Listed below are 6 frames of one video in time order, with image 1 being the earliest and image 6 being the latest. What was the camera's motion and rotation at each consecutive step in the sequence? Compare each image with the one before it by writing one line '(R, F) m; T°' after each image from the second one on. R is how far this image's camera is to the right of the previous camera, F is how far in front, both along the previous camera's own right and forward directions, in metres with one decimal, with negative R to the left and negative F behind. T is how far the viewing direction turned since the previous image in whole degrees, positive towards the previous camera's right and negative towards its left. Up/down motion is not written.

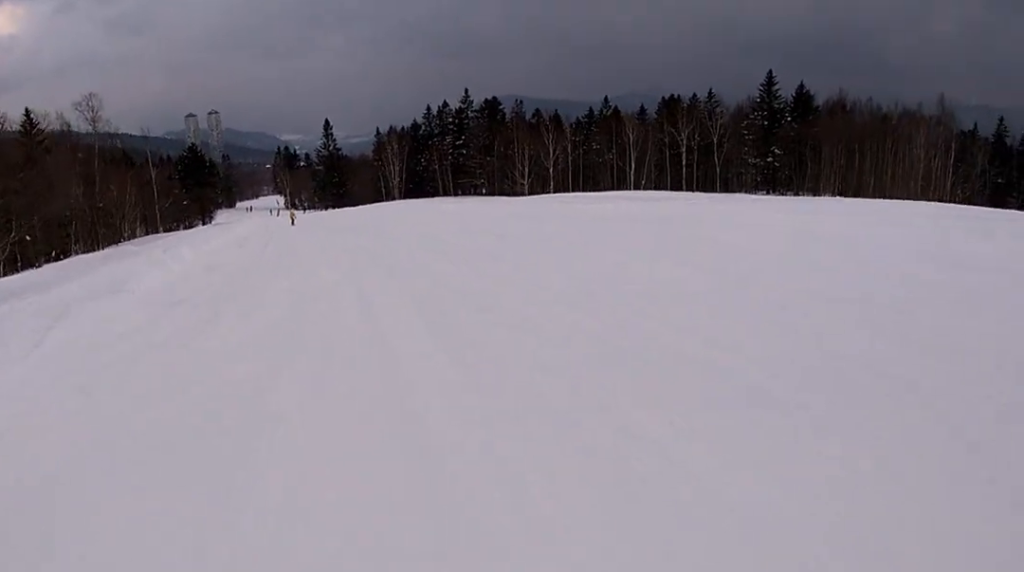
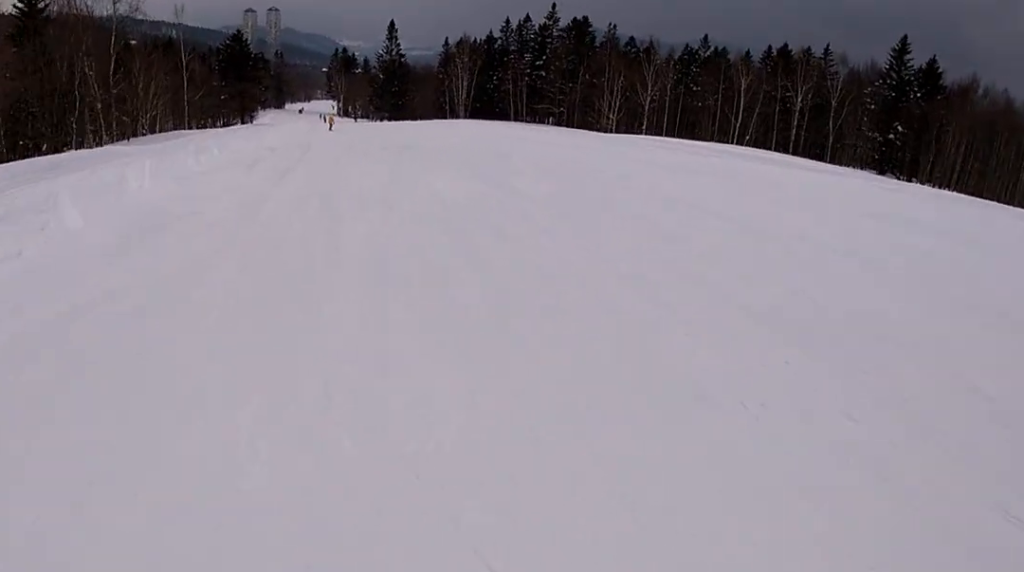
(+0.1, +11.8) m; -7°
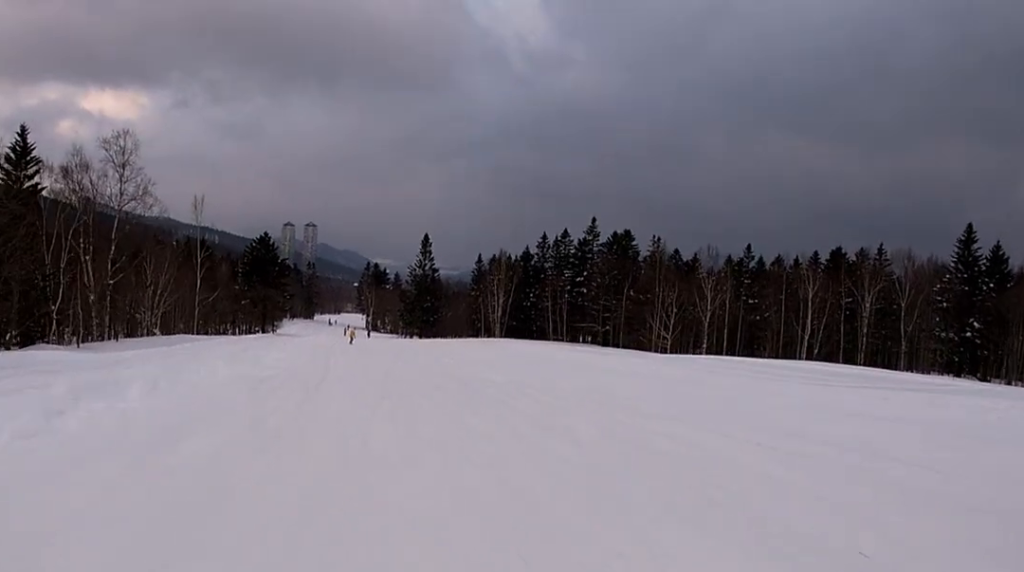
(-0.5, +11.8) m; +1°
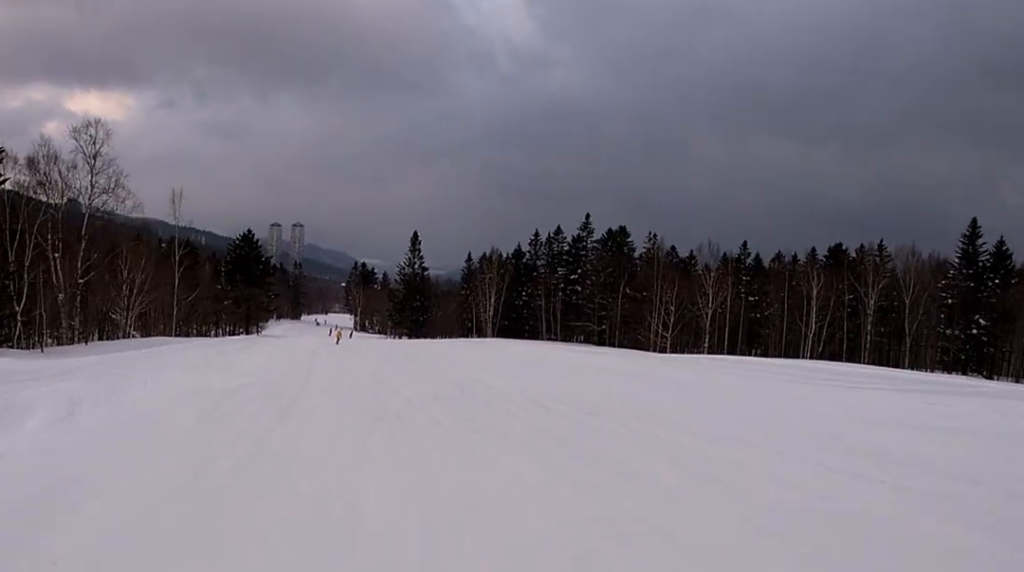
(0.0, +3.3) m; +1°
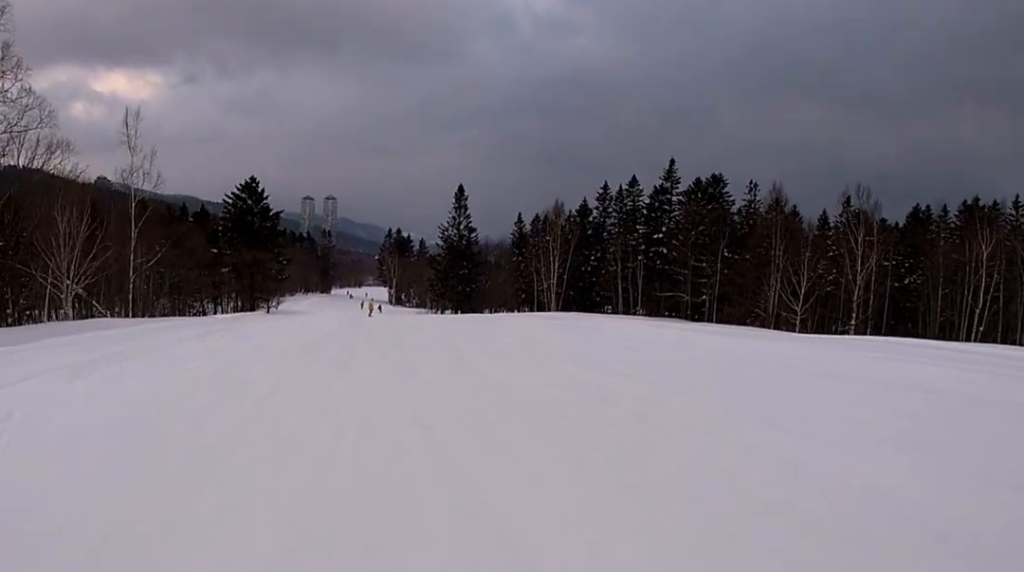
(+0.3, +18.8) m; -2°
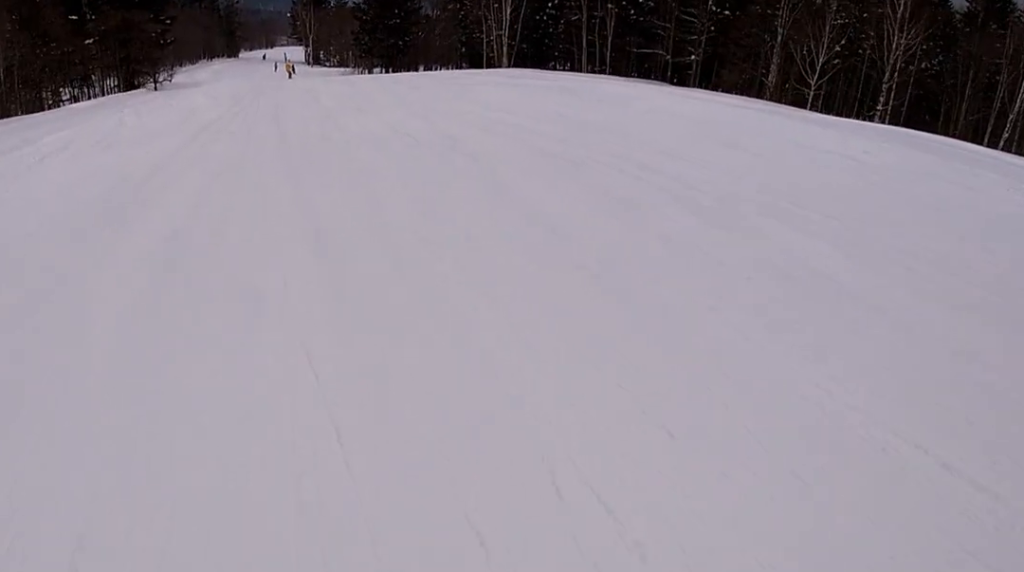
(-1.2, +10.8) m; -4°
